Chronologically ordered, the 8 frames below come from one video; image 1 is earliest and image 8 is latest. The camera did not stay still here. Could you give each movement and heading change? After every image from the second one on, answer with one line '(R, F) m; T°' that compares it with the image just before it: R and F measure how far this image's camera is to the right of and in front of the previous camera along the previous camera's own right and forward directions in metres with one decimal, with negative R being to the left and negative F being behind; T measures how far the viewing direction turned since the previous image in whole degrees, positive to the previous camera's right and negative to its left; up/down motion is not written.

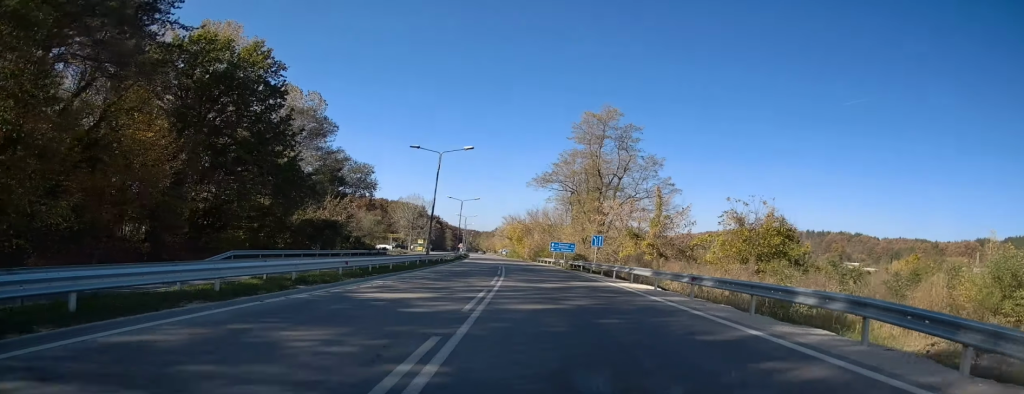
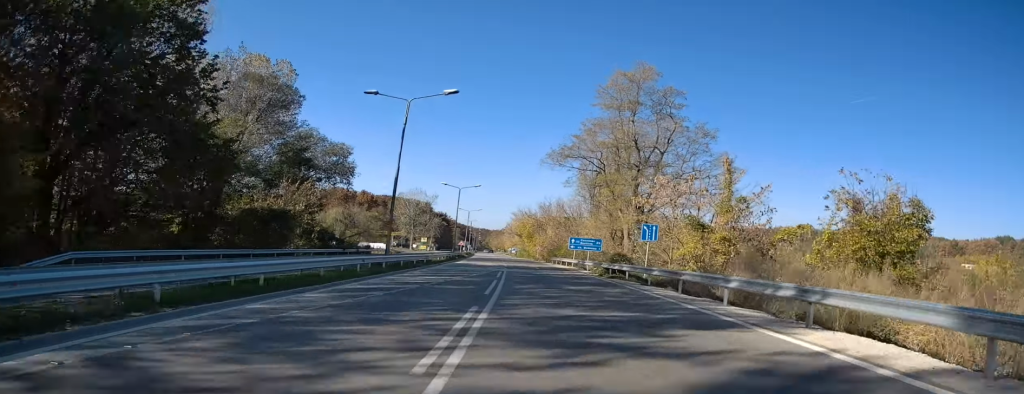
(0.0, +14.4) m; 0°
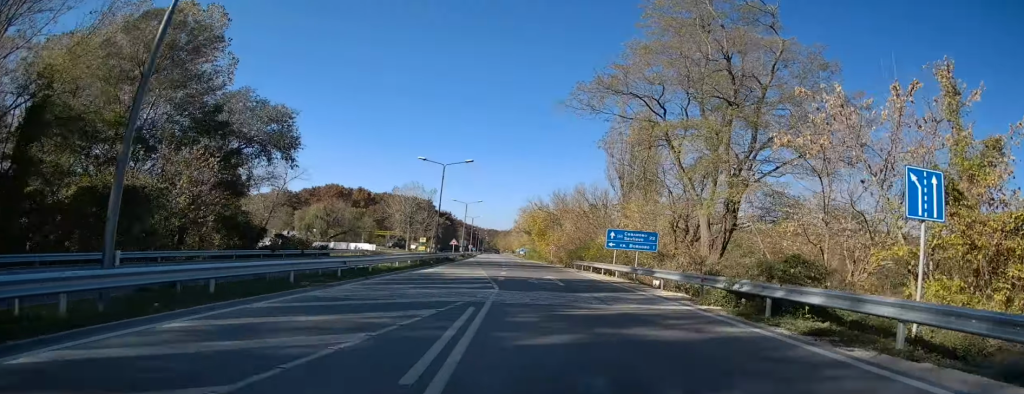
(-0.1, +18.8) m; -2°
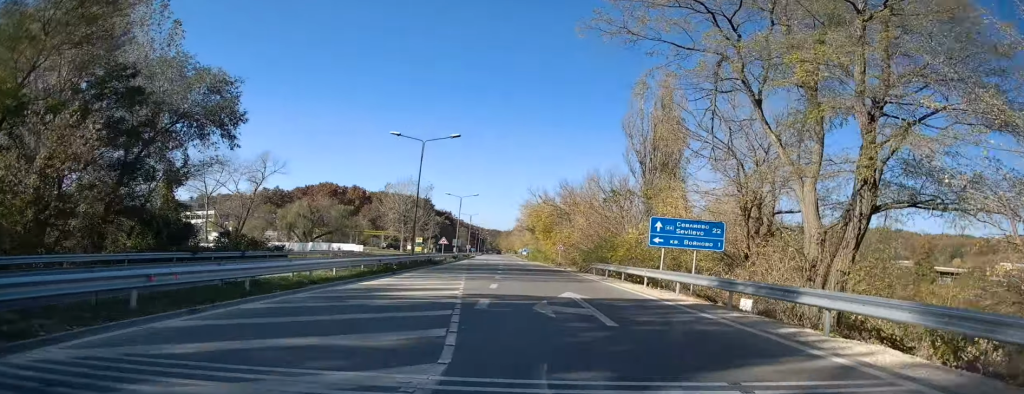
(-0.2, +10.6) m; -2°
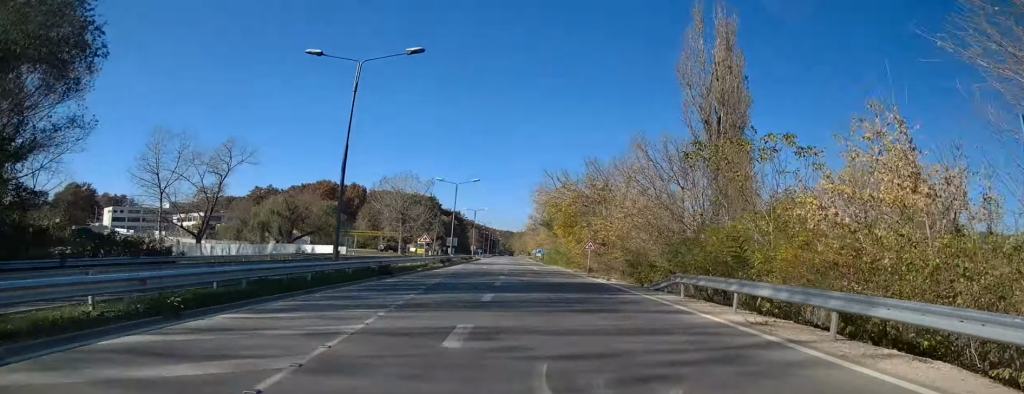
(-0.3, +16.4) m; 0°
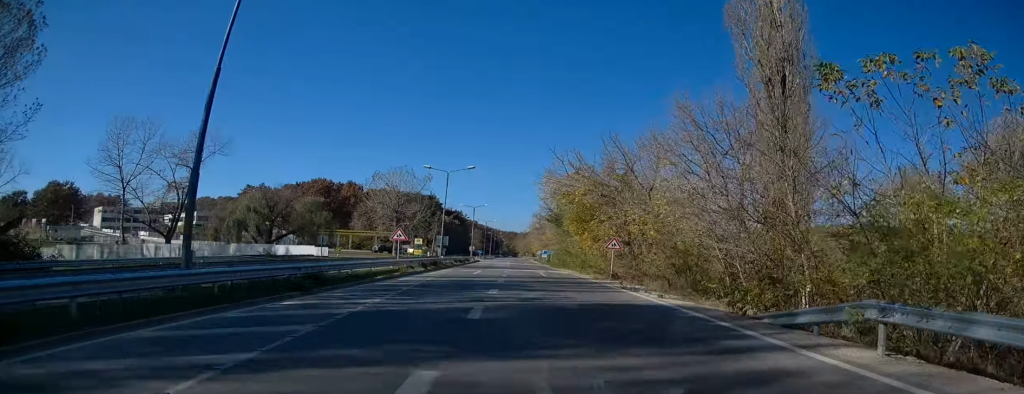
(+0.1, +9.2) m; 0°
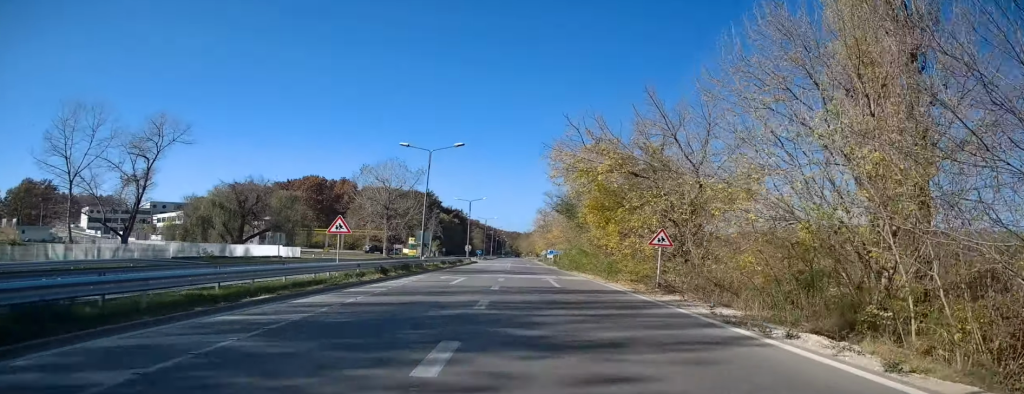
(+0.2, +10.3) m; 0°
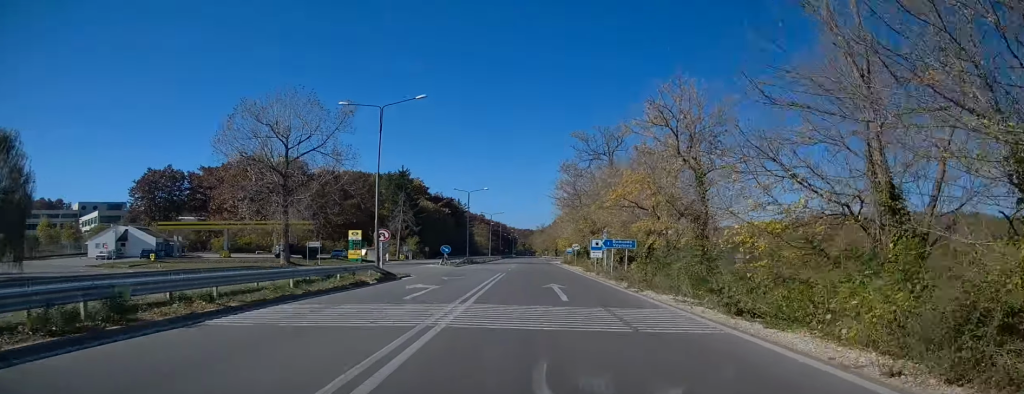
(-1.2, +48.9) m; -2°
